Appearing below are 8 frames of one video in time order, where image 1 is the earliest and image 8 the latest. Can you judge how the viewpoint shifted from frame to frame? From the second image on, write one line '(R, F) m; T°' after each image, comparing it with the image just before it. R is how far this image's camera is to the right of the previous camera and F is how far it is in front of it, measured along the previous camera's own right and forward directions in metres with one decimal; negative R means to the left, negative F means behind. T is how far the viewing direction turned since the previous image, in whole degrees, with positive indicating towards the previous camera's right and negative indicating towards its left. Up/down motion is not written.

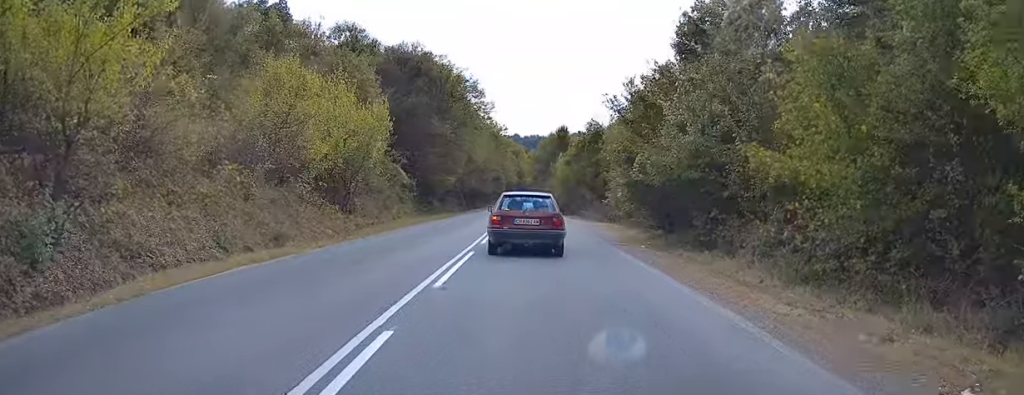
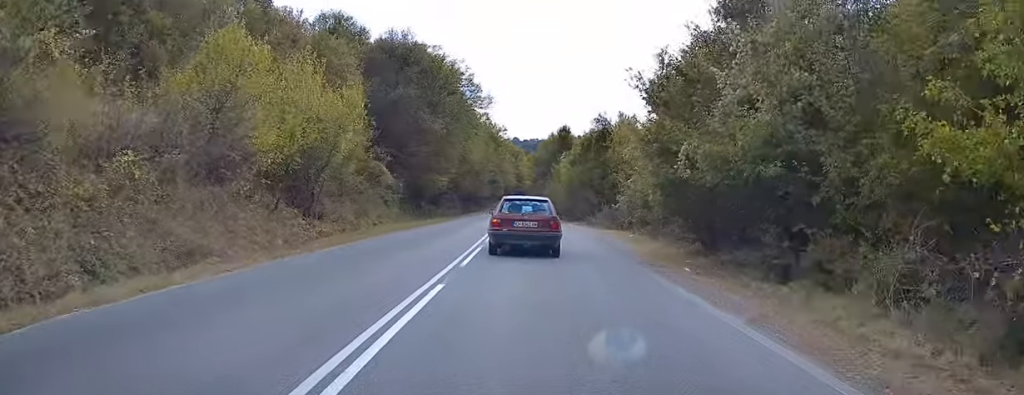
(+0.3, +5.3) m; +1°
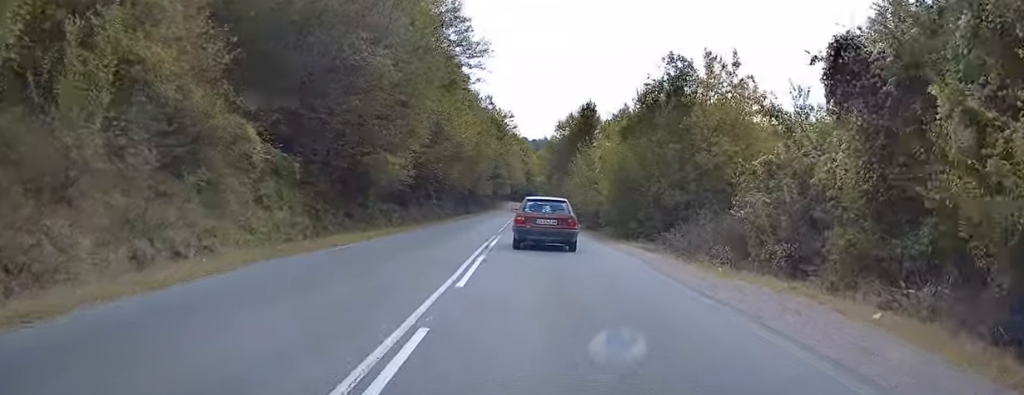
(-0.2, +21.5) m; -1°
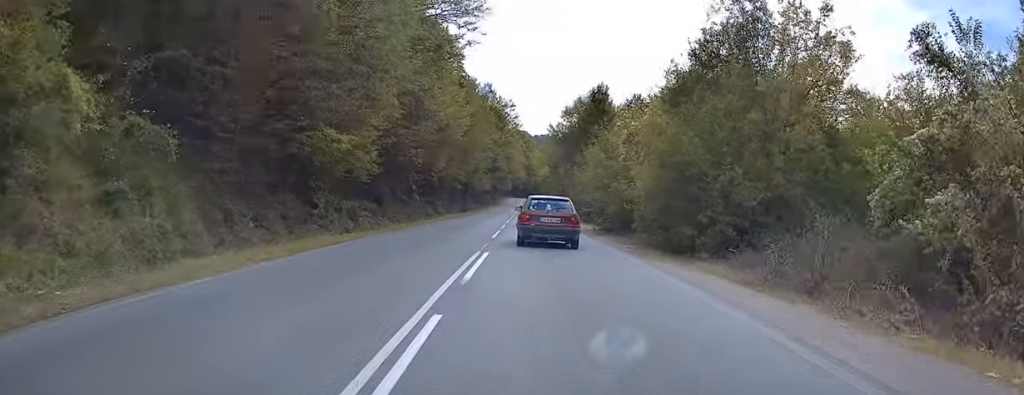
(-0.1, +8.5) m; -1°
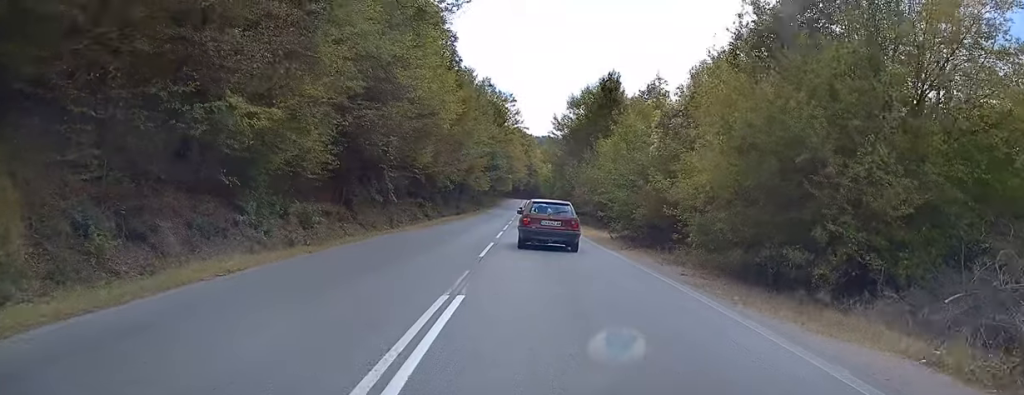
(0.0, +6.9) m; 0°
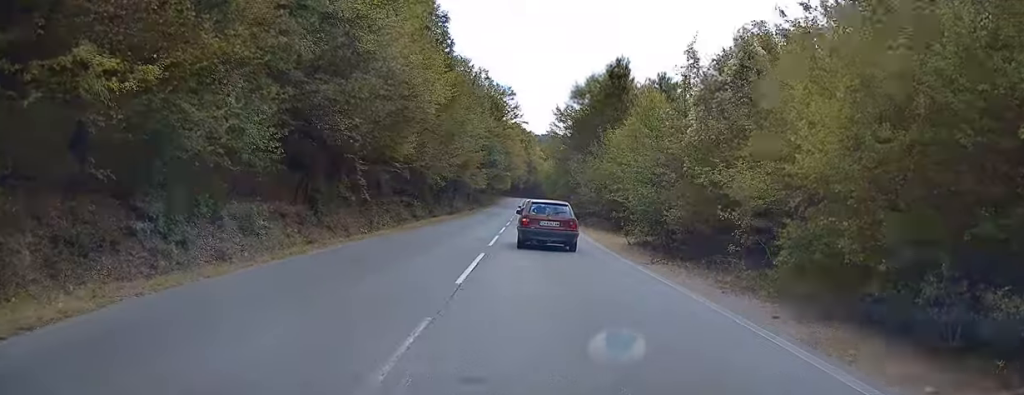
(-0.1, +5.1) m; 0°
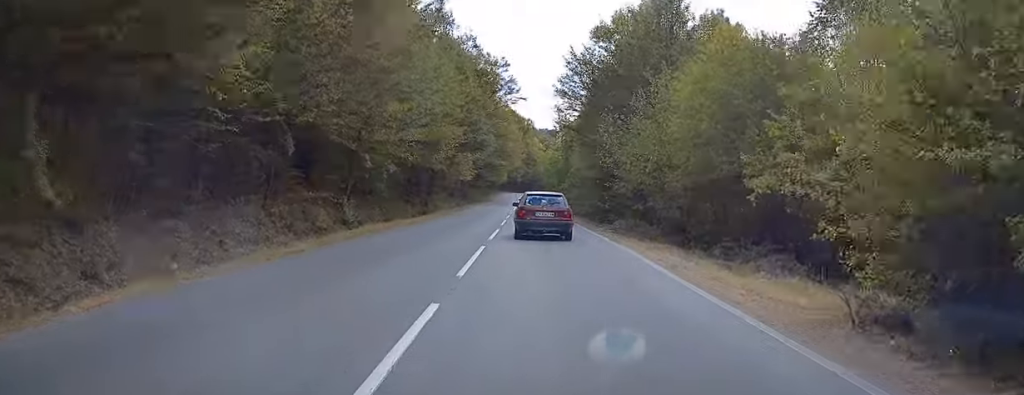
(+0.3, +17.4) m; +1°
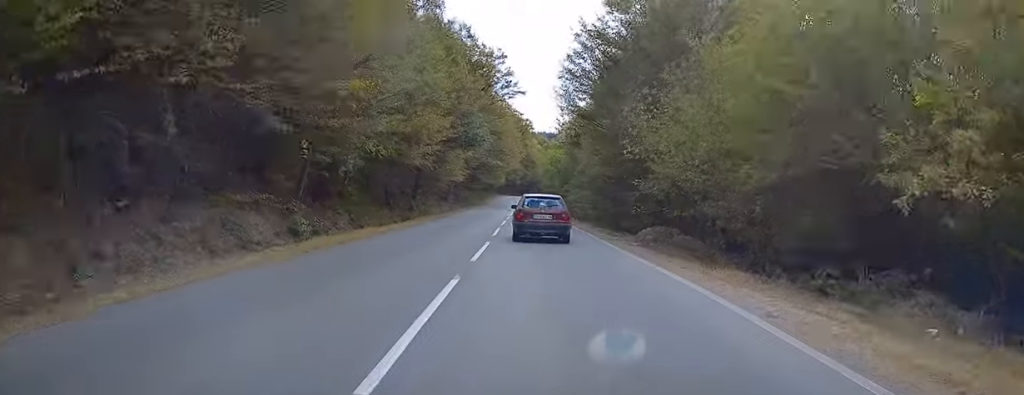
(0.0, +6.2) m; 0°
